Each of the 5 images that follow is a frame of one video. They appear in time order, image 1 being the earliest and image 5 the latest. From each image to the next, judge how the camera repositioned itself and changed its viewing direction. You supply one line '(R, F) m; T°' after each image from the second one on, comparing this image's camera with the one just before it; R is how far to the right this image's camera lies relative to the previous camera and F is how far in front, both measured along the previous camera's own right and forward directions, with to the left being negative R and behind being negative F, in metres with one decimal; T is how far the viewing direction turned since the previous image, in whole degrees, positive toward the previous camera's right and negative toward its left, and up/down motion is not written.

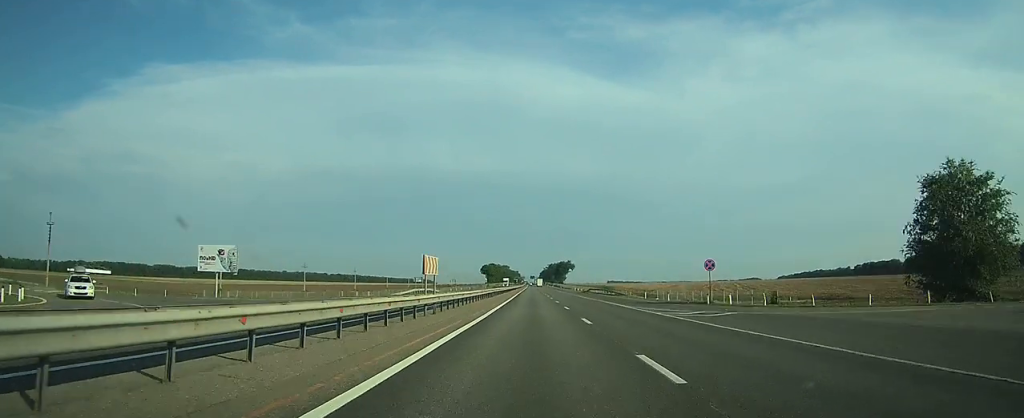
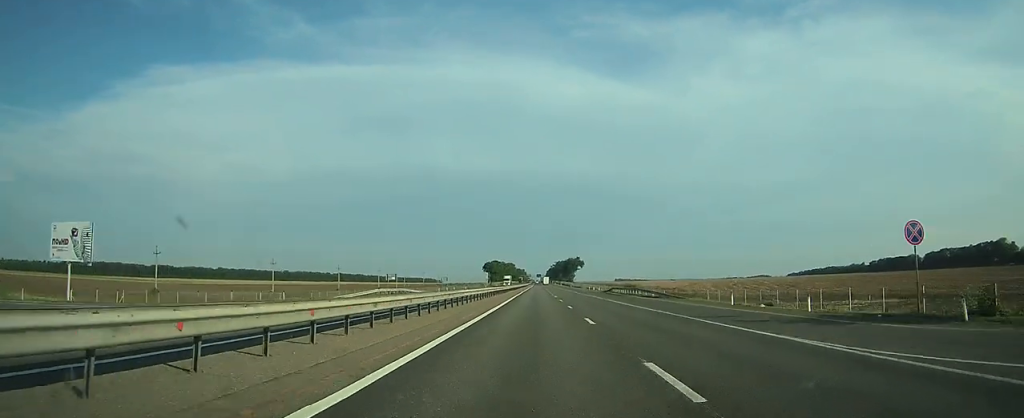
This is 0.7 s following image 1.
(-0.1, +25.4) m; 0°
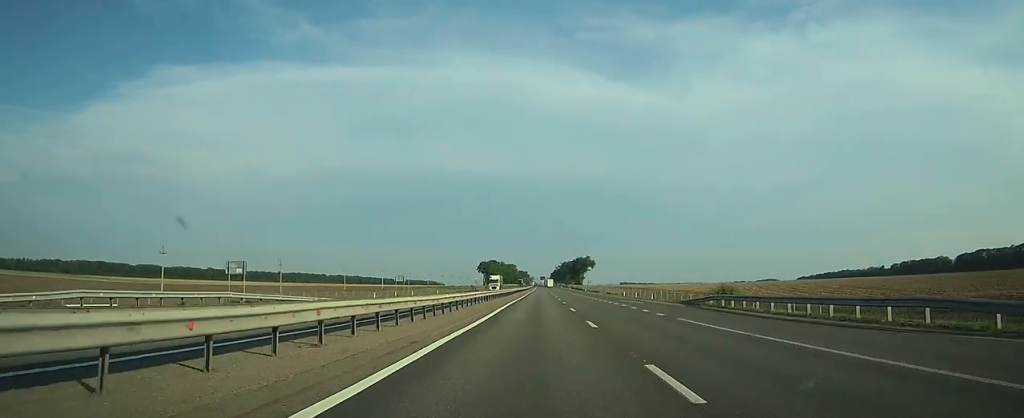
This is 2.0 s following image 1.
(0.0, +48.1) m; 0°
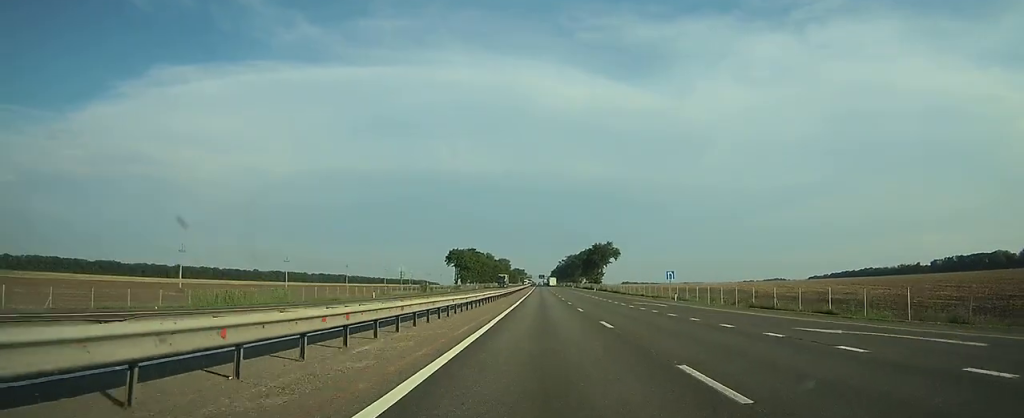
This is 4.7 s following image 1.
(-0.6, +96.7) m; 0°
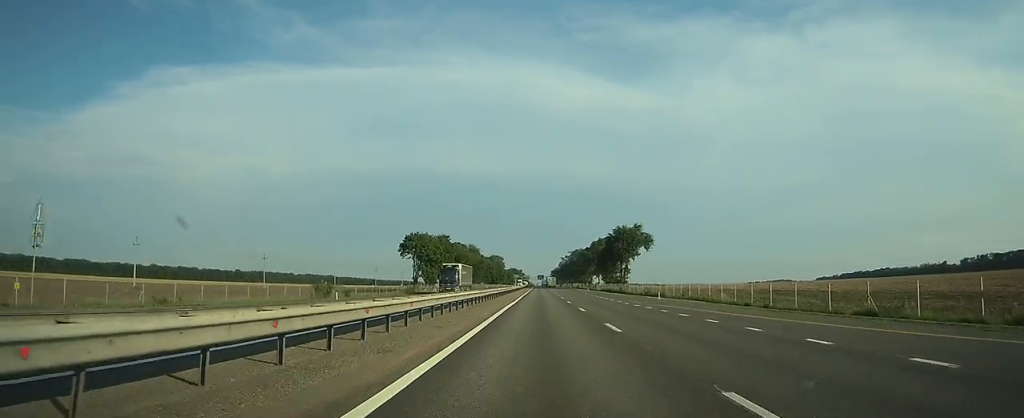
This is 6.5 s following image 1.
(0.0, +62.8) m; 0°
